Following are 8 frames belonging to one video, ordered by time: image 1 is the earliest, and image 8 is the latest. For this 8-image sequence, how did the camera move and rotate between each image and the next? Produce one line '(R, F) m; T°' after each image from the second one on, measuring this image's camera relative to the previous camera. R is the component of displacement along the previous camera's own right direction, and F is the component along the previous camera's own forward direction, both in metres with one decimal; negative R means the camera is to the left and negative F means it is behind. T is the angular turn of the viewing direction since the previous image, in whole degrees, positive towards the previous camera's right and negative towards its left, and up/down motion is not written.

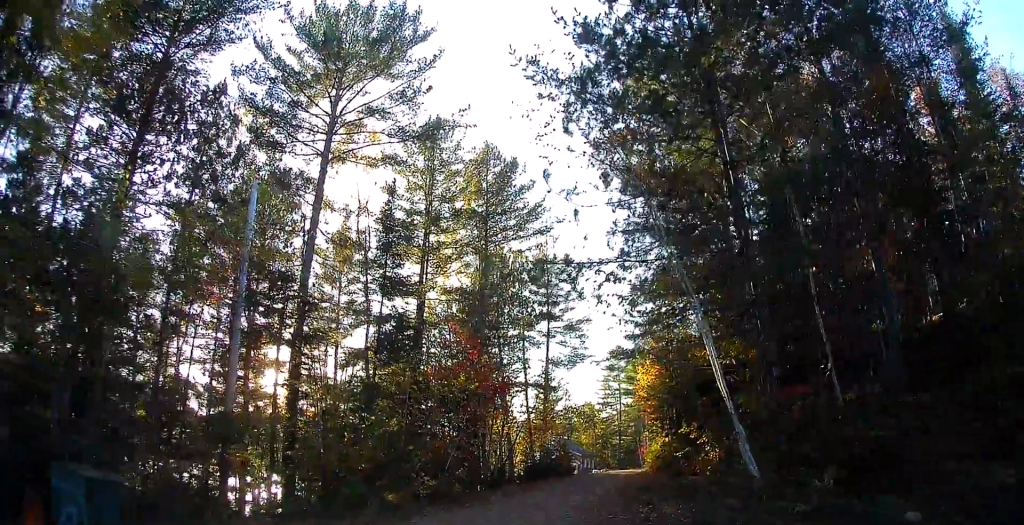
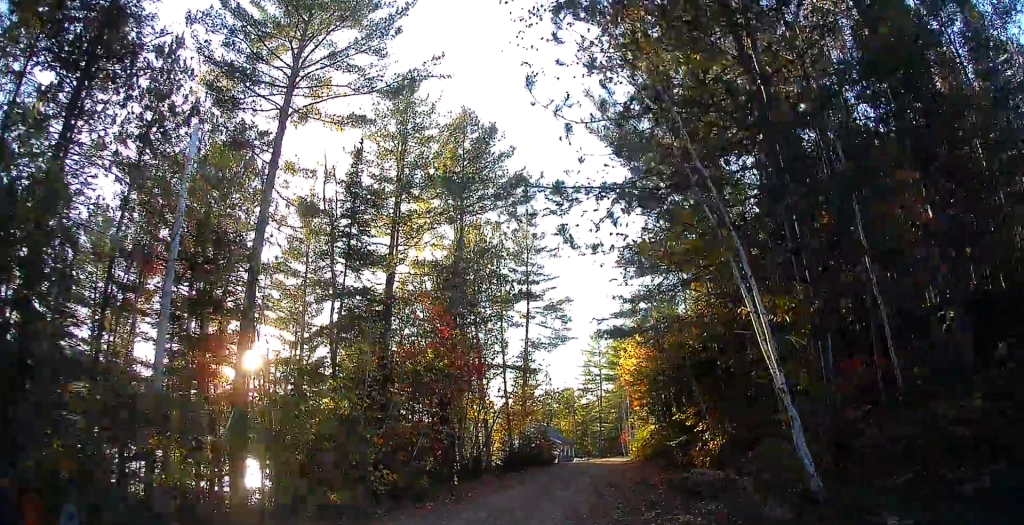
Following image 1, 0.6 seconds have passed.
(-0.2, +3.0) m; 0°
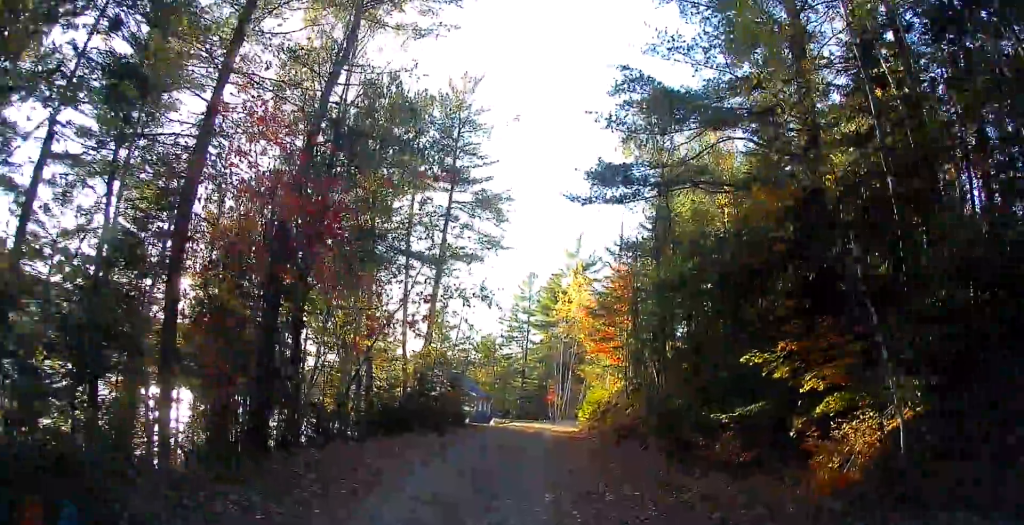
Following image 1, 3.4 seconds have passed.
(+3.7, +13.8) m; +20°
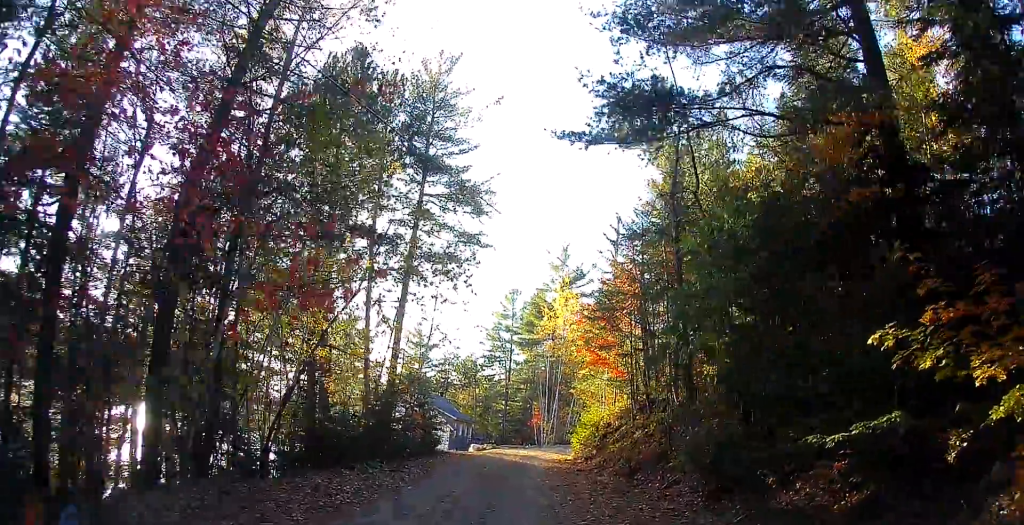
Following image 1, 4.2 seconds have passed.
(-0.4, +4.6) m; -4°
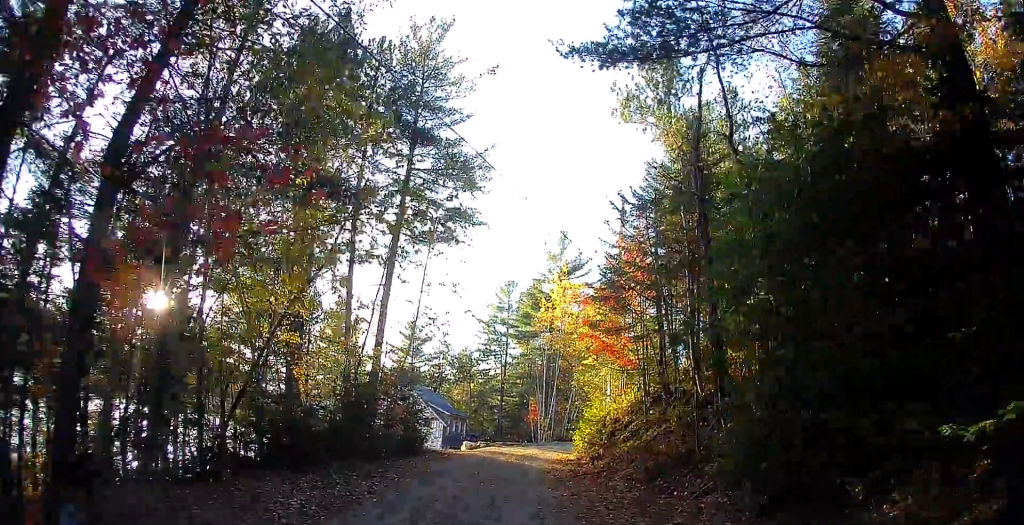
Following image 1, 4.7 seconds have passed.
(-0.1, +2.5) m; -1°
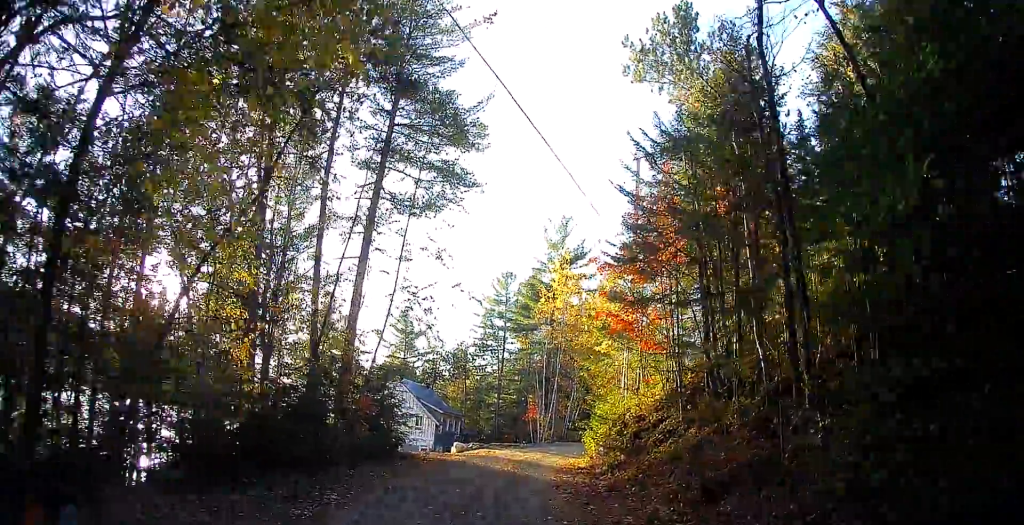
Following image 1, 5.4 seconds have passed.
(0.0, +4.0) m; +3°
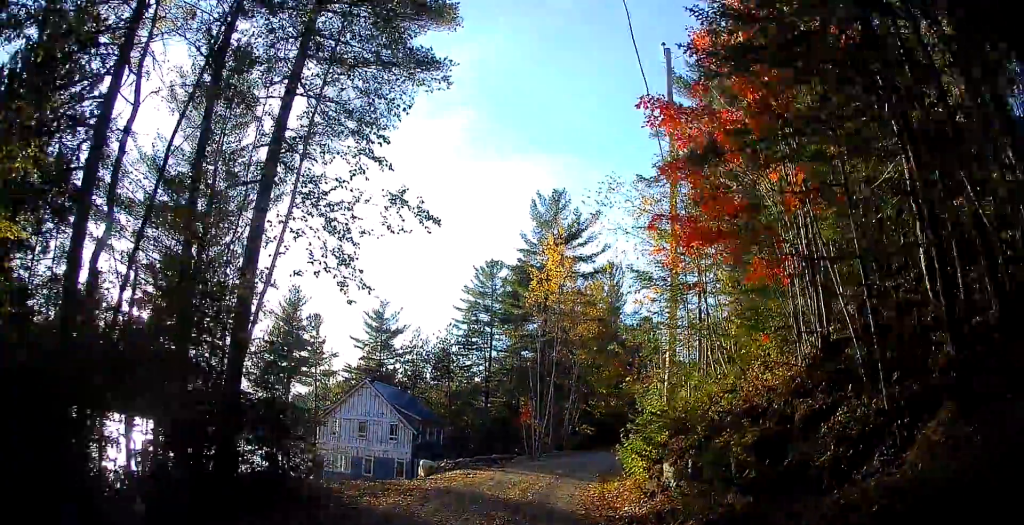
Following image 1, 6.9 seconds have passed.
(+0.5, +8.7) m; +3°
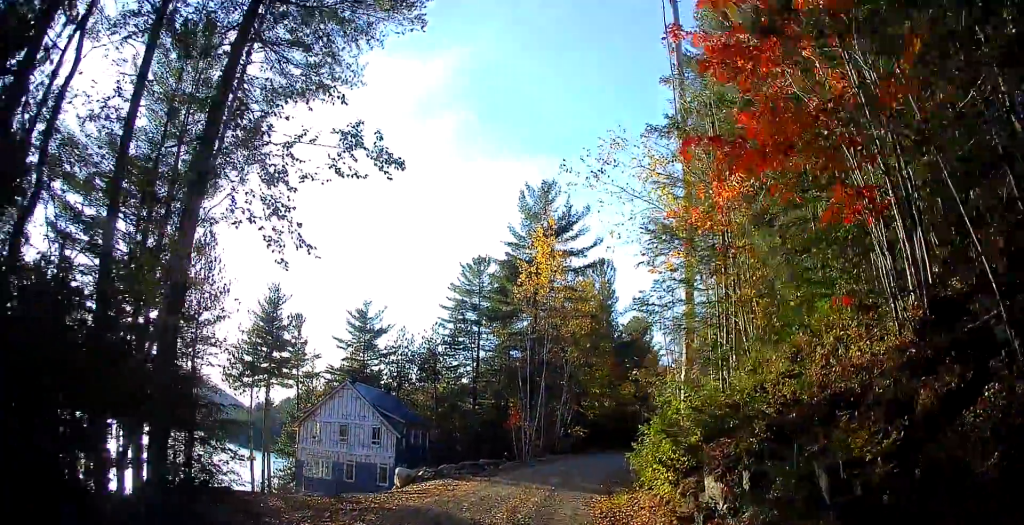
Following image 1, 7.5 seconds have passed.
(0.0, +2.7) m; 0°
